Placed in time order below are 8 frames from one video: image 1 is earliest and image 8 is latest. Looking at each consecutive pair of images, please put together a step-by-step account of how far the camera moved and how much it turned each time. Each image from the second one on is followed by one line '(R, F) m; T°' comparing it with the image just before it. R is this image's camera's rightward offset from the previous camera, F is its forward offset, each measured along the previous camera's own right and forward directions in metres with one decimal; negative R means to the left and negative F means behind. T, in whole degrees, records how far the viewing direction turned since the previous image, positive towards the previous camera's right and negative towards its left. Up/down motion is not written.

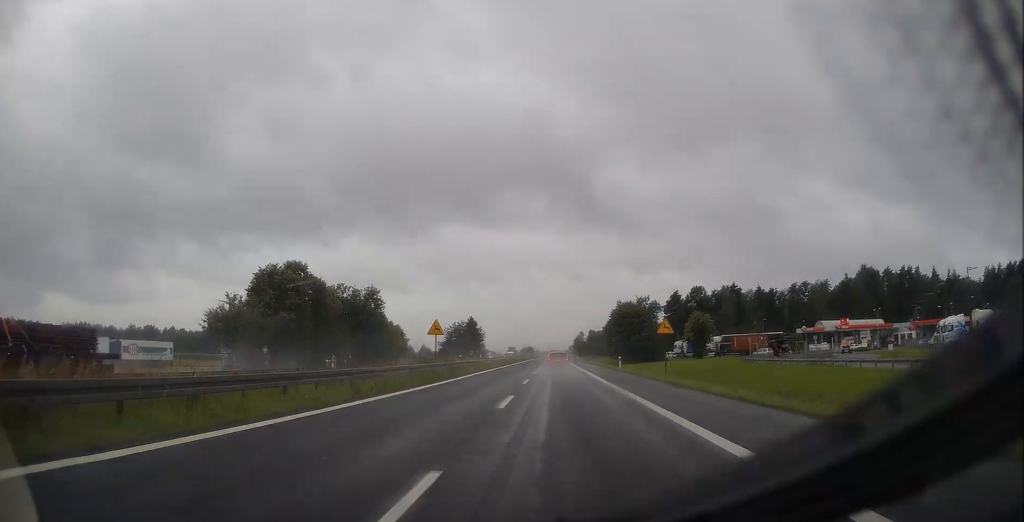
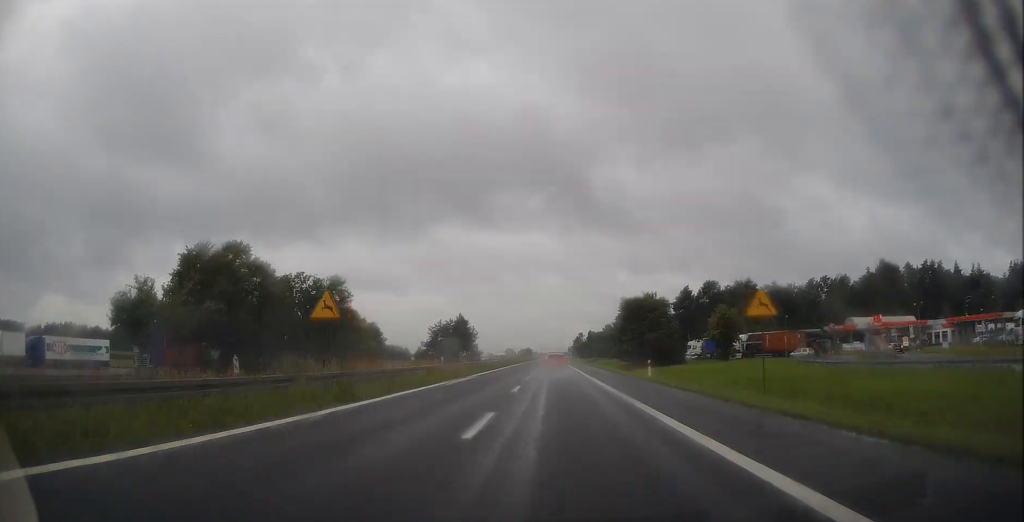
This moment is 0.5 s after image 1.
(+0.2, +16.6) m; 0°
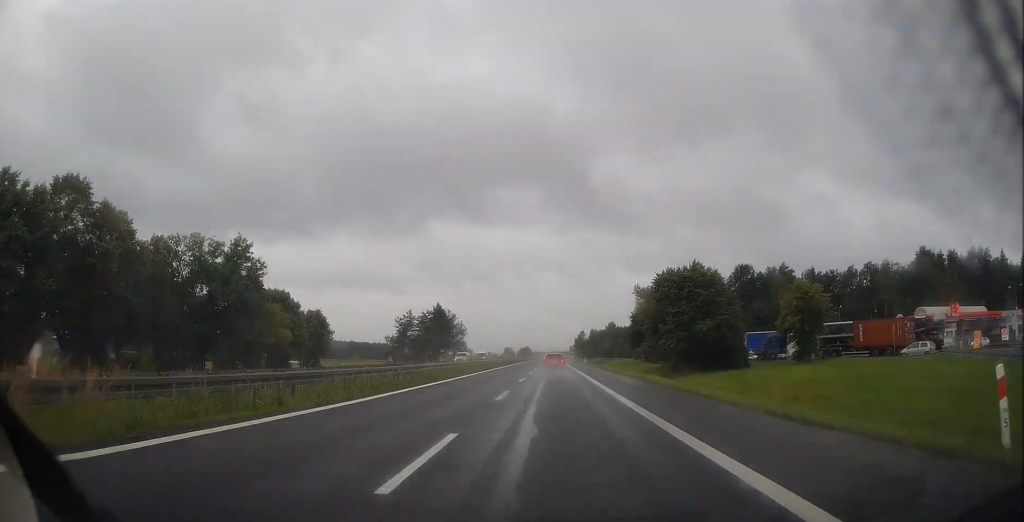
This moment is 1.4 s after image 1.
(-0.5, +28.1) m; 0°
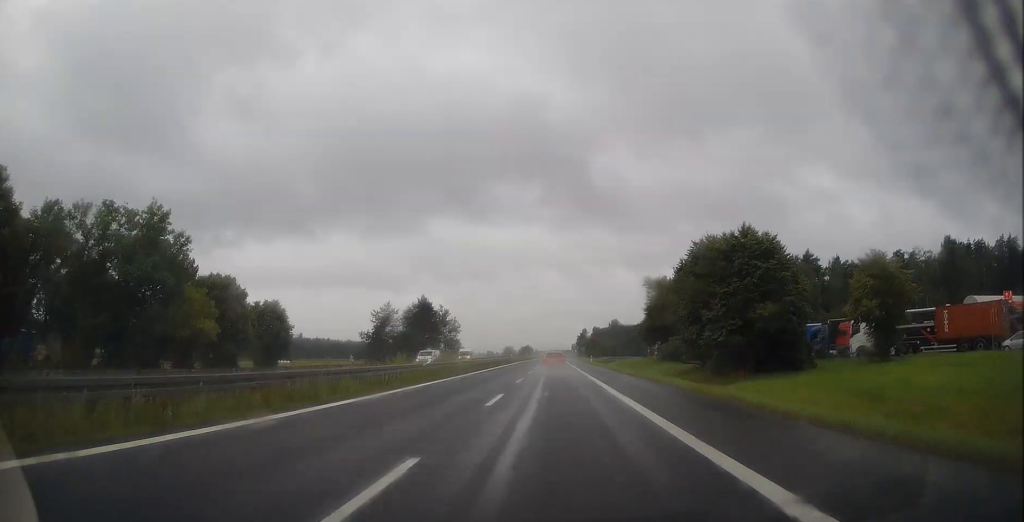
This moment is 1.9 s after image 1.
(+0.2, +14.6) m; 0°
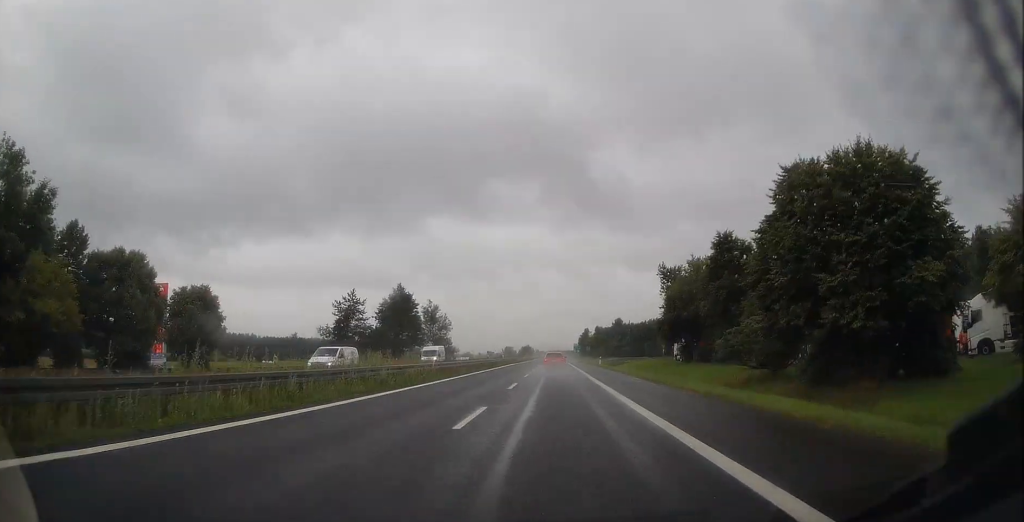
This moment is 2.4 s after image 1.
(+0.3, +16.7) m; 0°
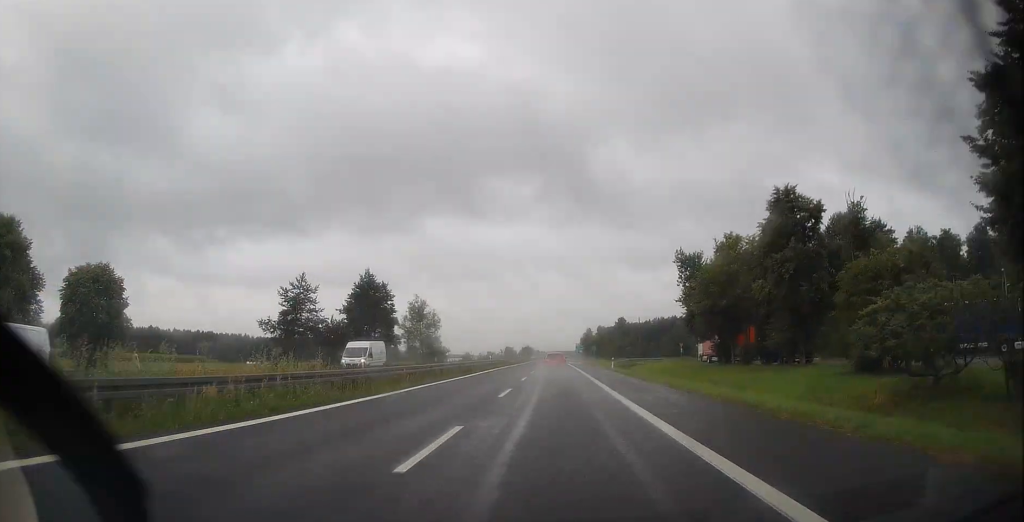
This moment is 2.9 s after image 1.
(-0.3, +15.7) m; 0°
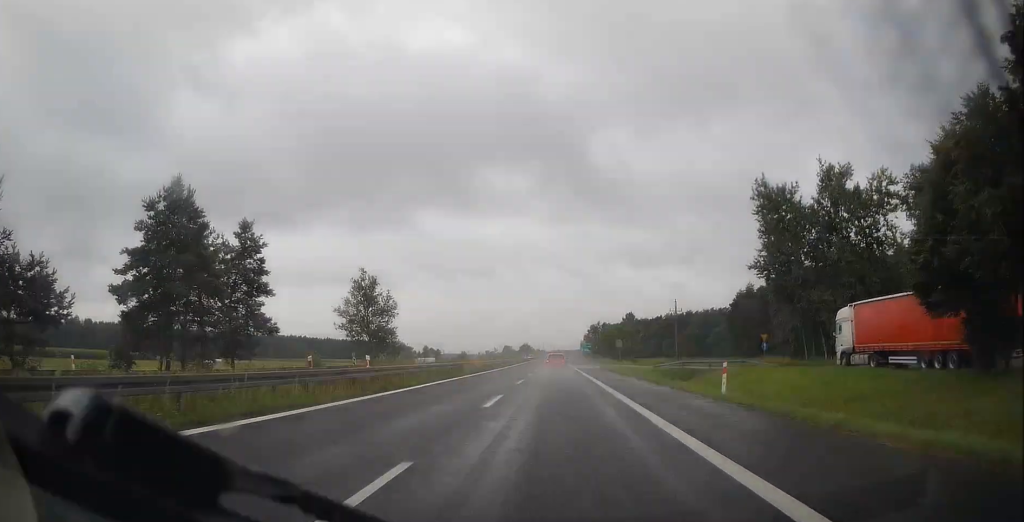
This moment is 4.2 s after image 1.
(-0.2, +39.8) m; 0°
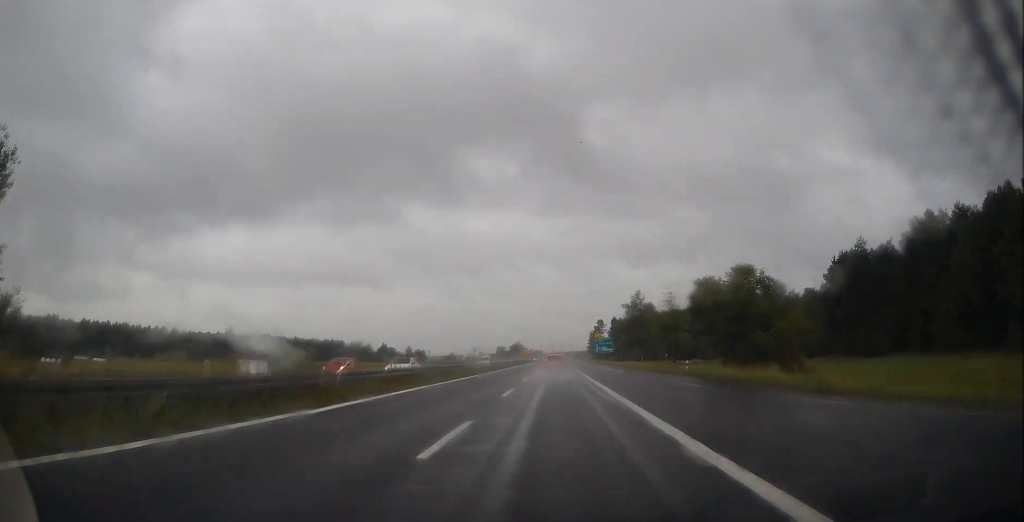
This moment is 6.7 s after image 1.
(+0.2, +79.1) m; 0°
